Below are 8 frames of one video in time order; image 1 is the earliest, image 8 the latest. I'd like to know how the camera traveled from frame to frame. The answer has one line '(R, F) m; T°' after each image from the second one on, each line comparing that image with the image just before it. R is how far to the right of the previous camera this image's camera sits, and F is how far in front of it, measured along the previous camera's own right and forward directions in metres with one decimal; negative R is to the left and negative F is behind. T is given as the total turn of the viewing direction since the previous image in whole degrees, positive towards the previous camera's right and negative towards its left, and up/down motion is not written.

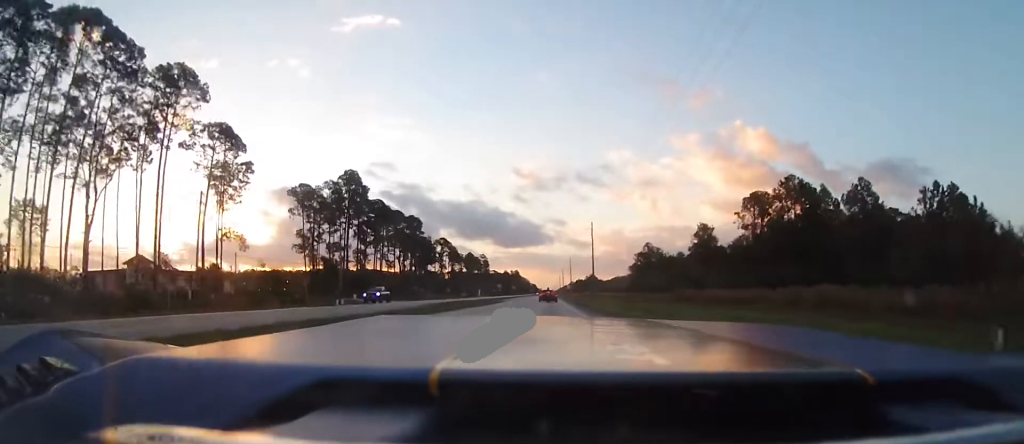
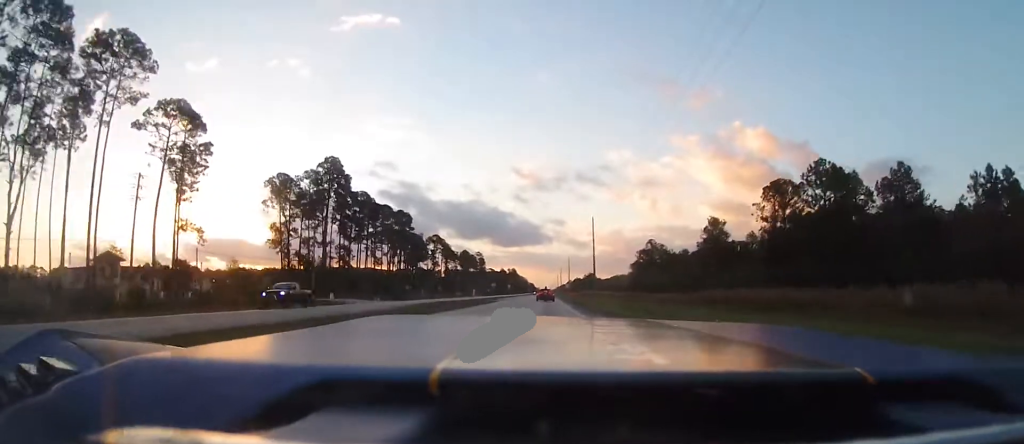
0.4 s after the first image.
(-0.1, +11.0) m; 0°
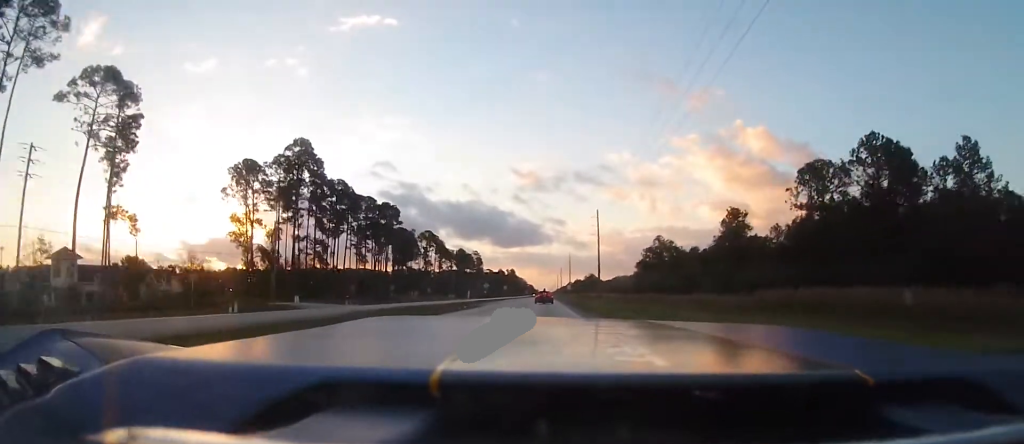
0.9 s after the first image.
(+0.3, +14.8) m; +1°
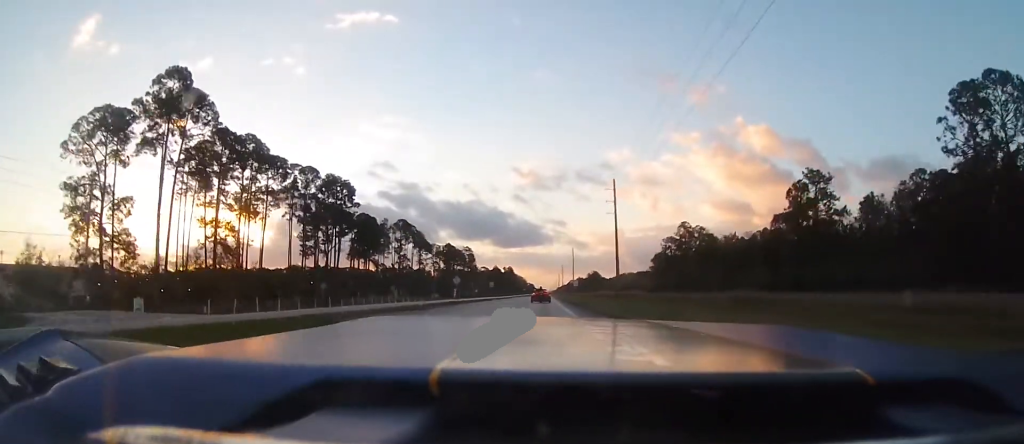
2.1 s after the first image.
(+0.3, +37.0) m; +1°
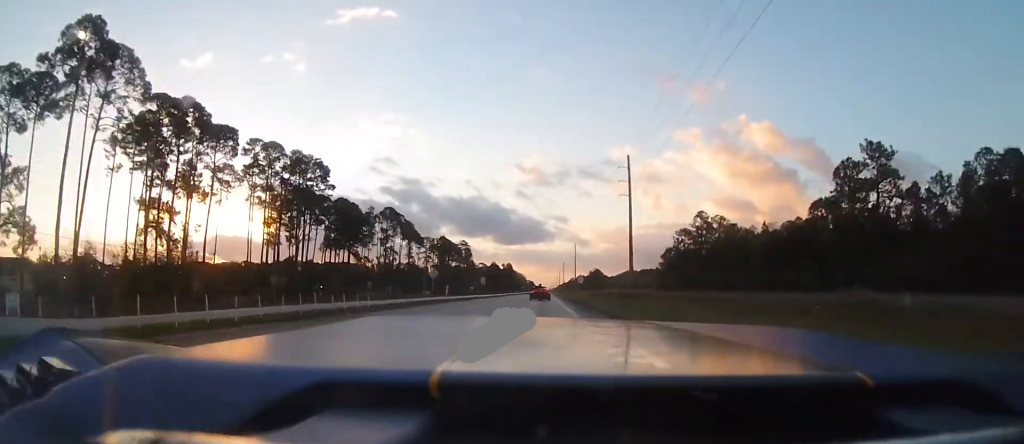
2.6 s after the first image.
(0.0, +16.8) m; 0°
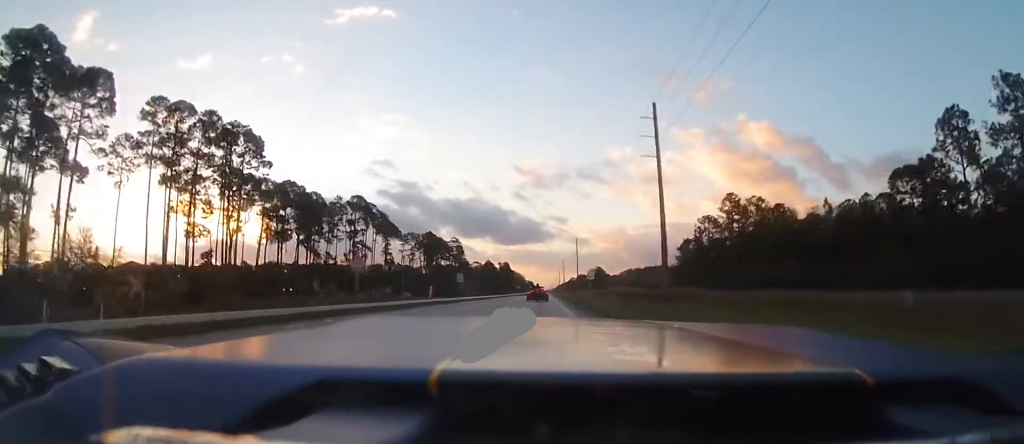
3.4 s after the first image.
(+0.1, +27.3) m; 0°
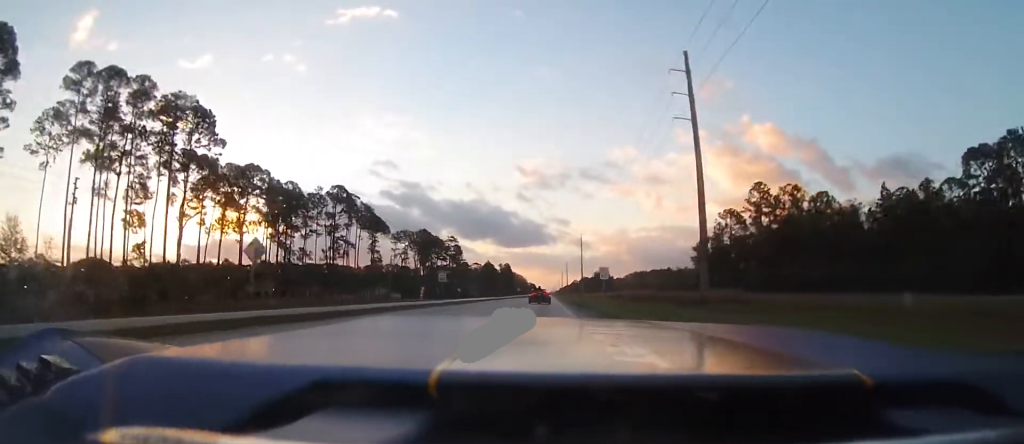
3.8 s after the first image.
(+0.1, +15.8) m; 0°
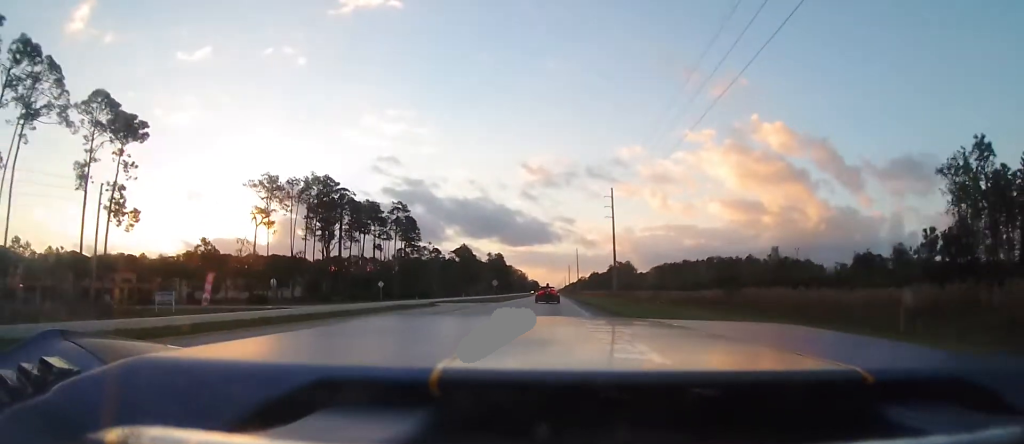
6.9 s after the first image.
(-0.9, +101.4) m; -1°
